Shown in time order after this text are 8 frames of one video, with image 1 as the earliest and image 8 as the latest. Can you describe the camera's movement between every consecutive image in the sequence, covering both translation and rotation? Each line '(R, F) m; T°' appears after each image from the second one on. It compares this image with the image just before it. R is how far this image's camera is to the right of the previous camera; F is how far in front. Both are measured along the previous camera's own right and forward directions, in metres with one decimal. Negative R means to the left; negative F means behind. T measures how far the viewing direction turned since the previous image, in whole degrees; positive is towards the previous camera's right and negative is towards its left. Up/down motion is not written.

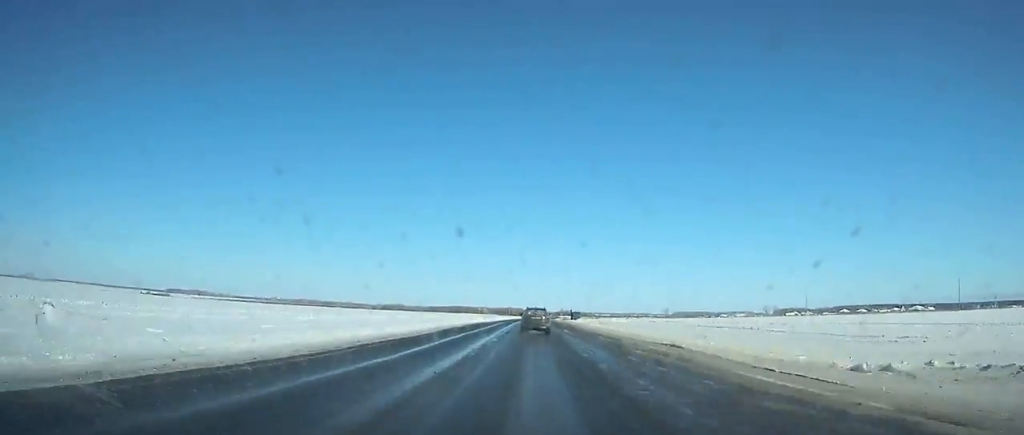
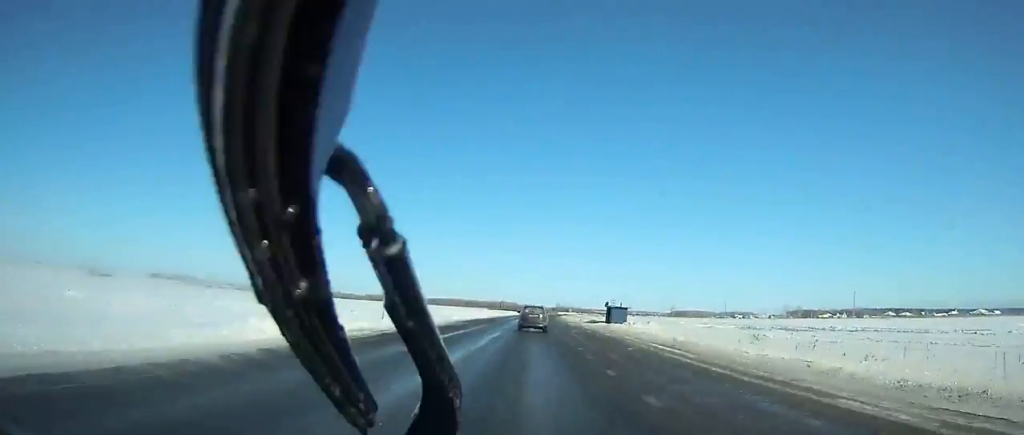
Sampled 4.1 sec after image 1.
(+0.3, +90.9) m; 0°
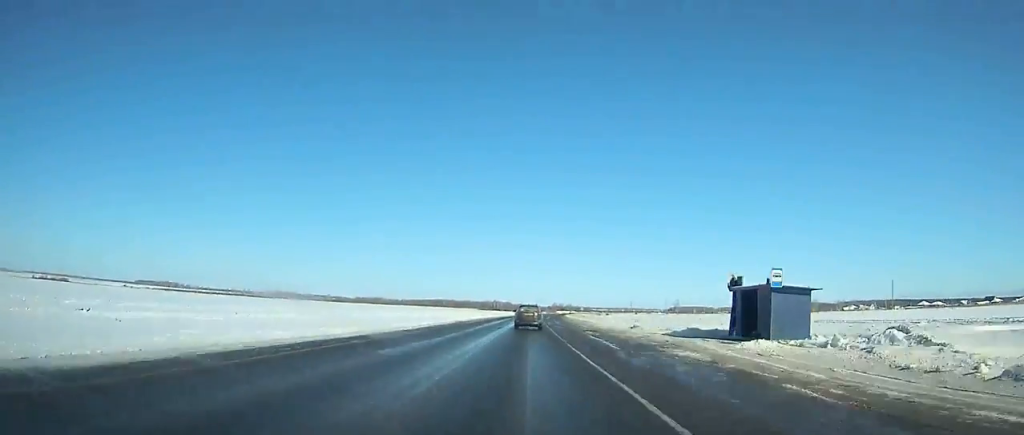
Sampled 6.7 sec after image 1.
(-0.1, +57.0) m; 0°
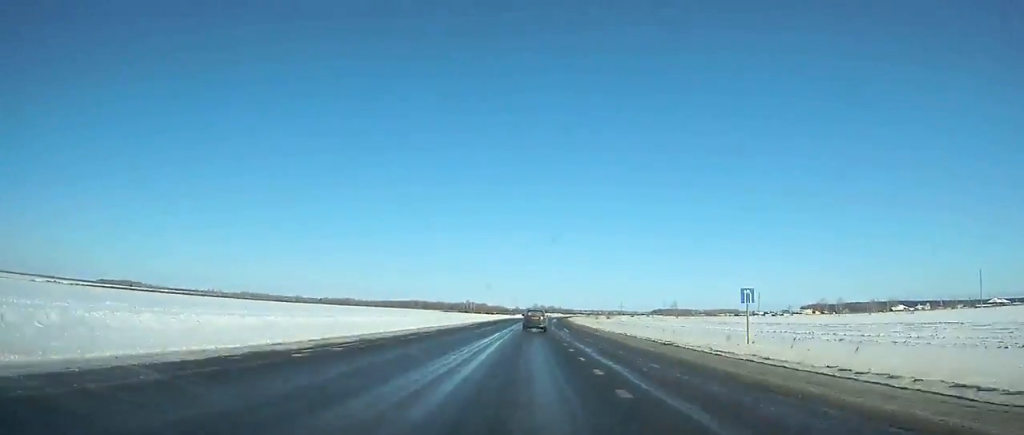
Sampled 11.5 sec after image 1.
(+1.6, +105.7) m; +3°
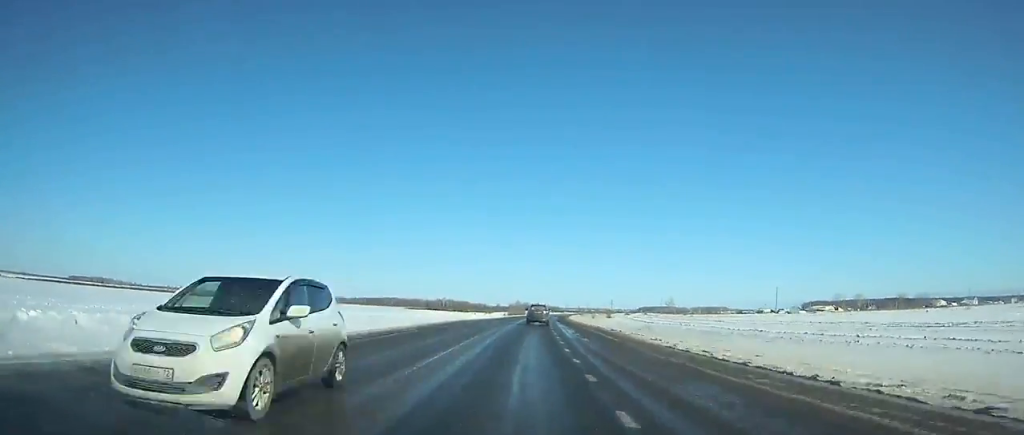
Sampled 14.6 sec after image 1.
(+1.4, +69.3) m; +2°
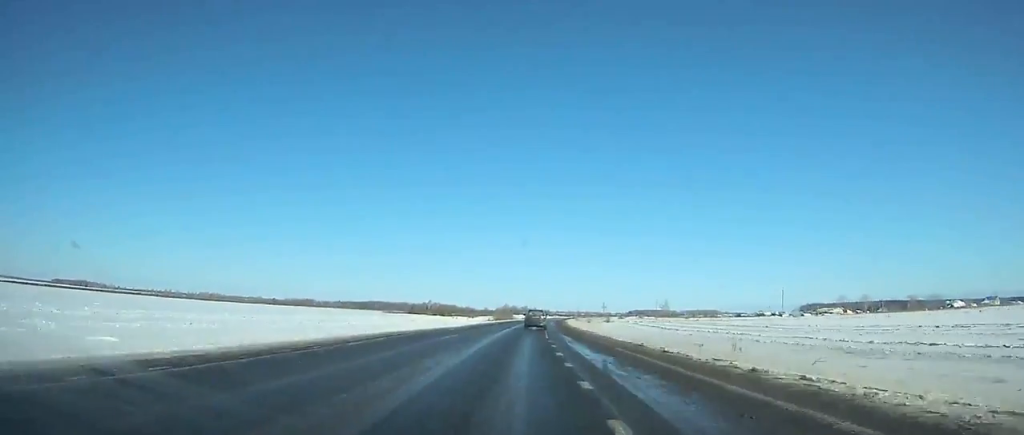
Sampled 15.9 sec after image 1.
(+0.2, +29.5) m; +1°
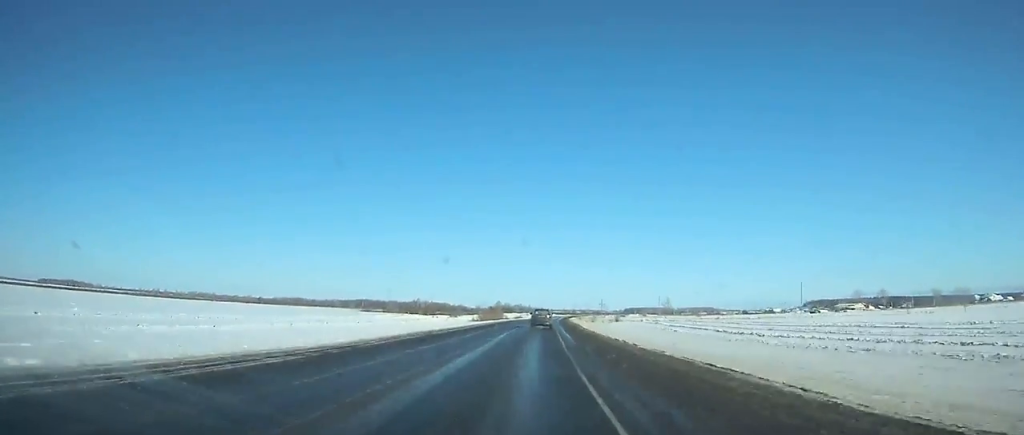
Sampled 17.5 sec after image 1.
(+0.4, +36.7) m; +1°
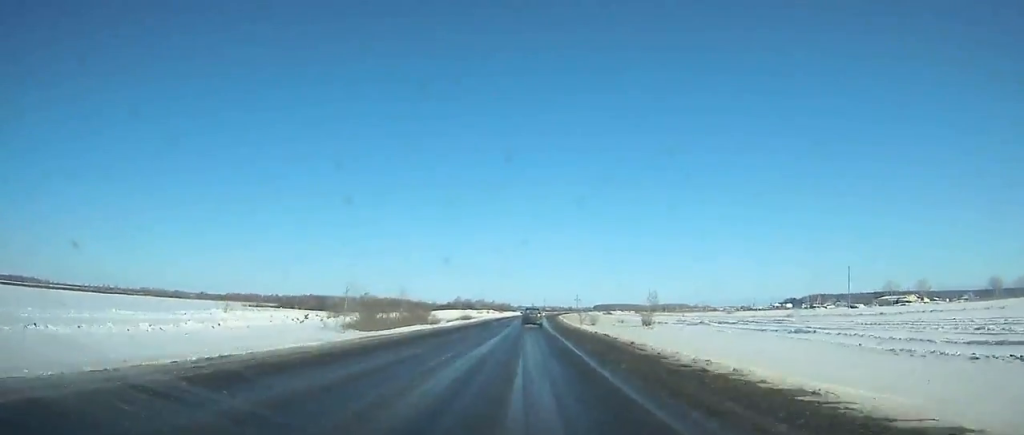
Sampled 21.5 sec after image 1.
(+2.3, +93.5) m; +2°
